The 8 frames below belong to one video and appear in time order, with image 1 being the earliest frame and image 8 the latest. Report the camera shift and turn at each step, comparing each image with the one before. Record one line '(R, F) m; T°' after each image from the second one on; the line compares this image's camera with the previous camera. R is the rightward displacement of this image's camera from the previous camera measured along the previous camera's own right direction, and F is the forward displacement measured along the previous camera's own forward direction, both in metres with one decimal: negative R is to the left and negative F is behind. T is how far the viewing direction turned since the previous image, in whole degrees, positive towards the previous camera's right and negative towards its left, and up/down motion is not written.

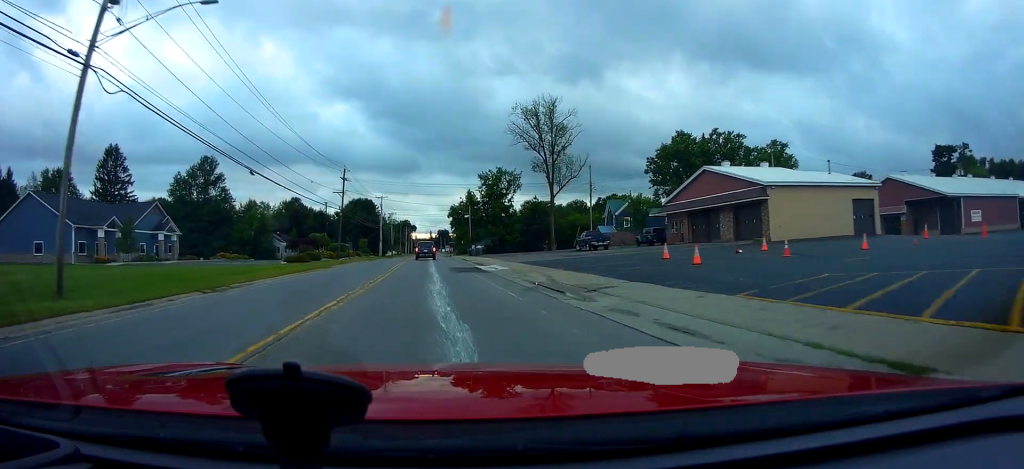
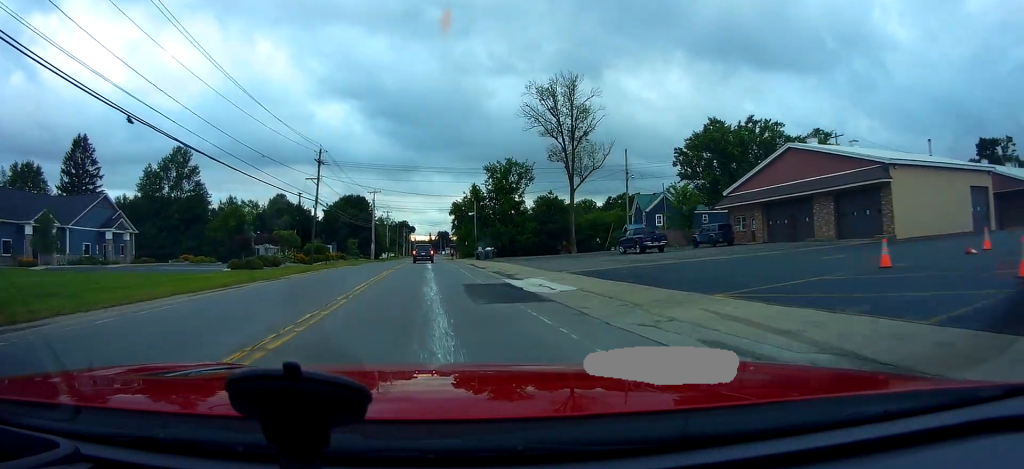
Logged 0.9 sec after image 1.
(+0.1, +14.0) m; 0°
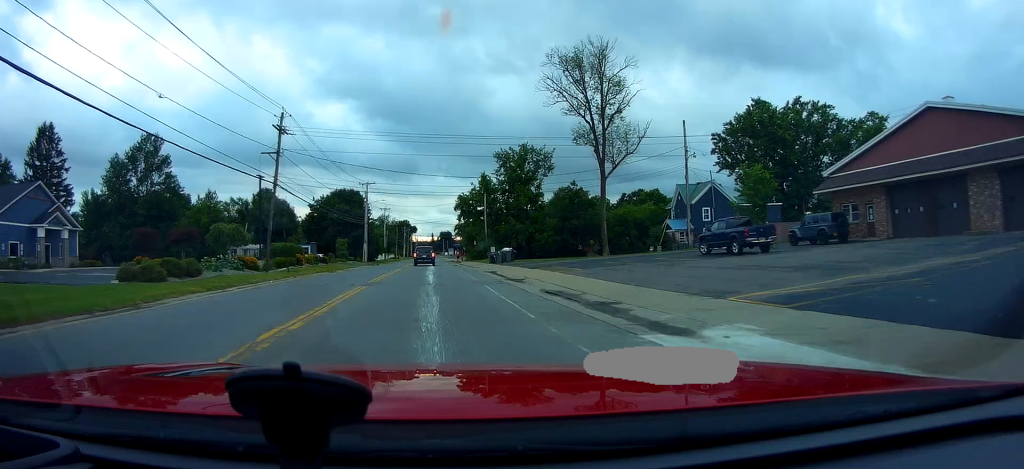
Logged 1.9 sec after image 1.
(-0.2, +13.9) m; -1°
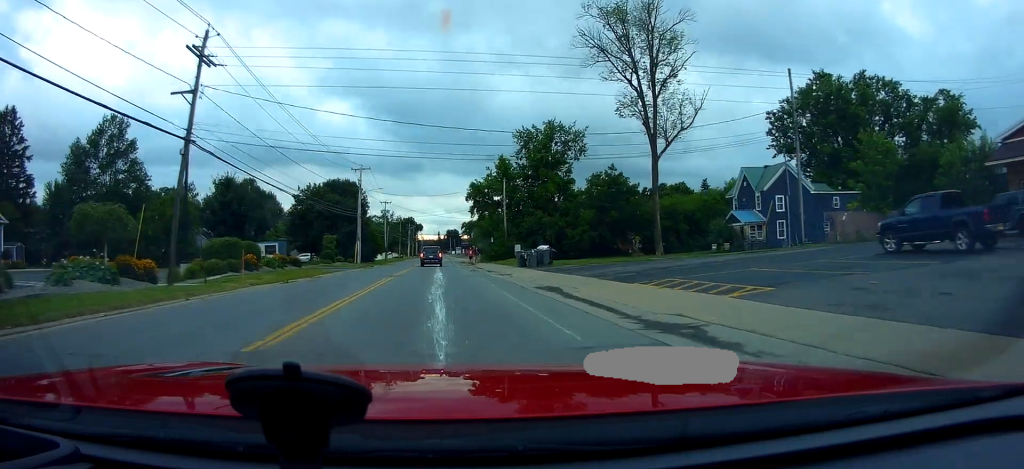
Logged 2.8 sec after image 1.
(0.0, +14.5) m; +1°
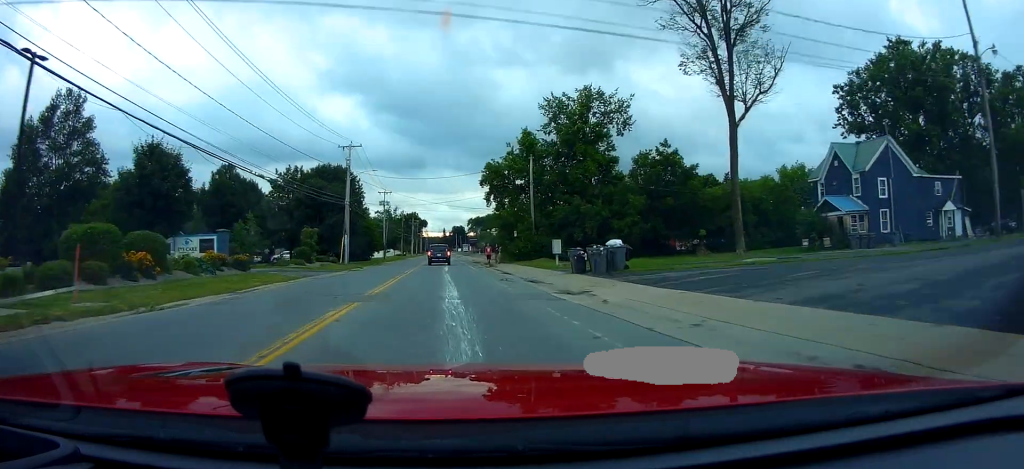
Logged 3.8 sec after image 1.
(+0.2, +14.0) m; 0°
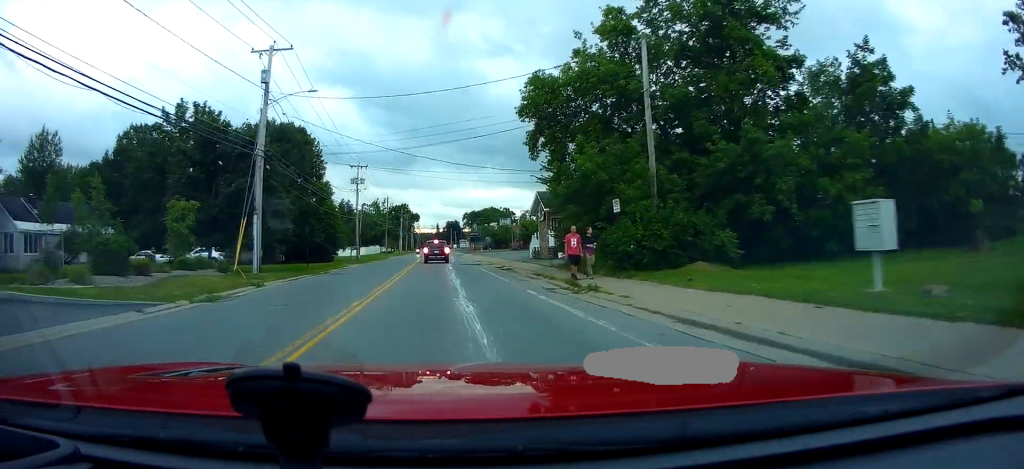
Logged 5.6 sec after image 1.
(-1.2, +27.8) m; -4°
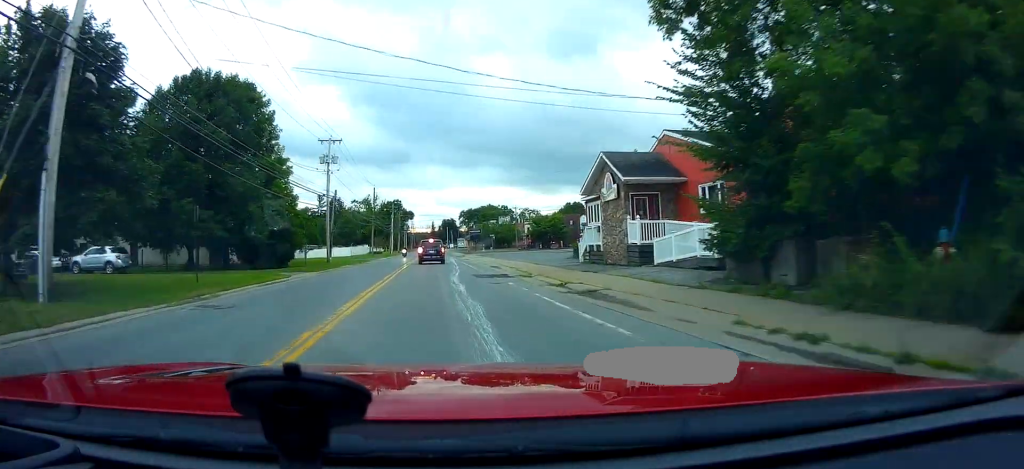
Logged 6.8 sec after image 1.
(+0.3, +17.0) m; +2°
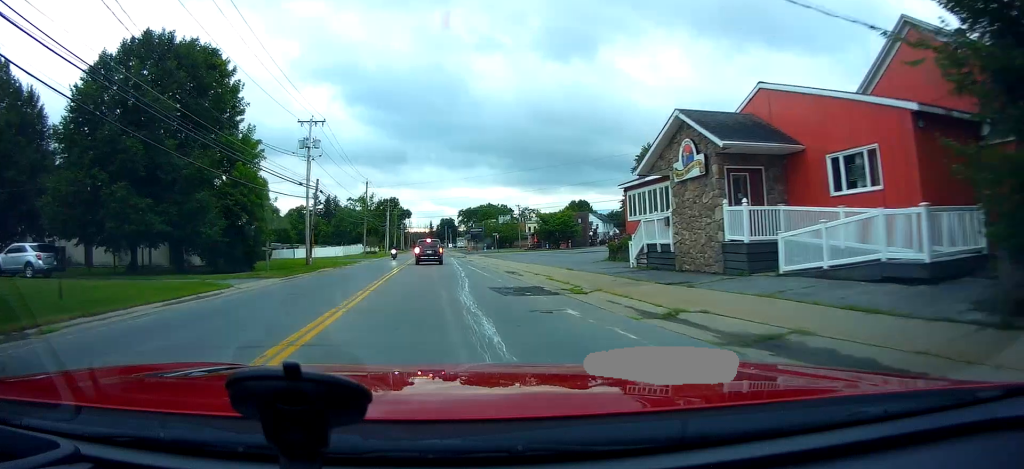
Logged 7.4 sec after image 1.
(+0.5, +8.1) m; 0°
